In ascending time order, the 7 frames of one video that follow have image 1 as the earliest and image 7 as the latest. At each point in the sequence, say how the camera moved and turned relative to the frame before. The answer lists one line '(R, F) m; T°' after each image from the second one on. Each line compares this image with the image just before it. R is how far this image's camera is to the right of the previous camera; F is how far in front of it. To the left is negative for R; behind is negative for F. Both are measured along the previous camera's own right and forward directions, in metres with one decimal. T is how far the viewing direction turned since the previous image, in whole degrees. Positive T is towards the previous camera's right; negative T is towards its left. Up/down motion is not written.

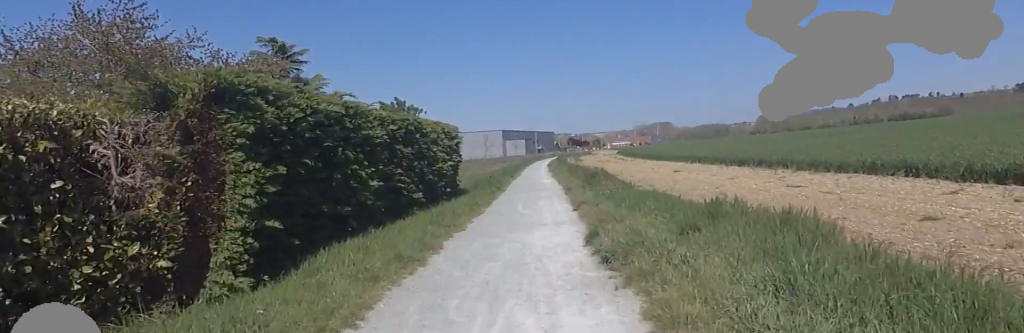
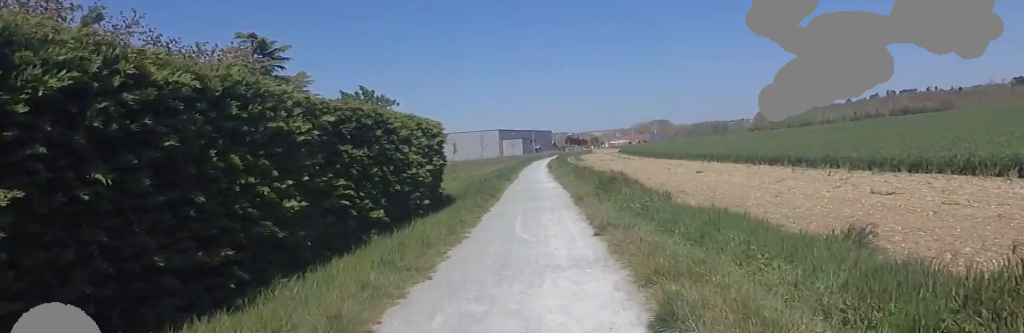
(-0.1, +3.6) m; -3°
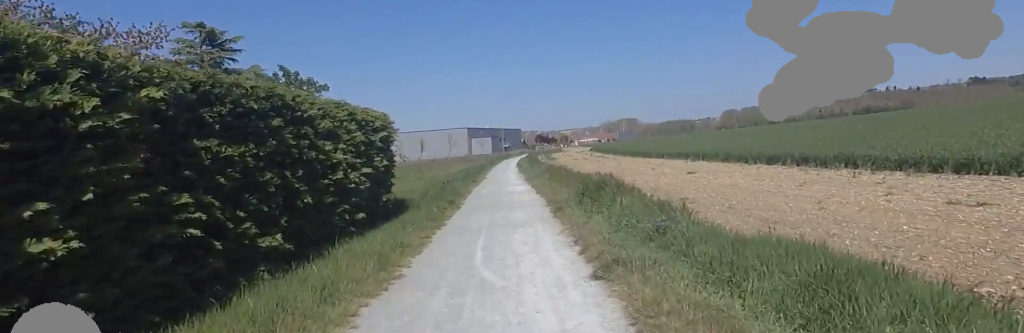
(-0.1, +2.9) m; -1°
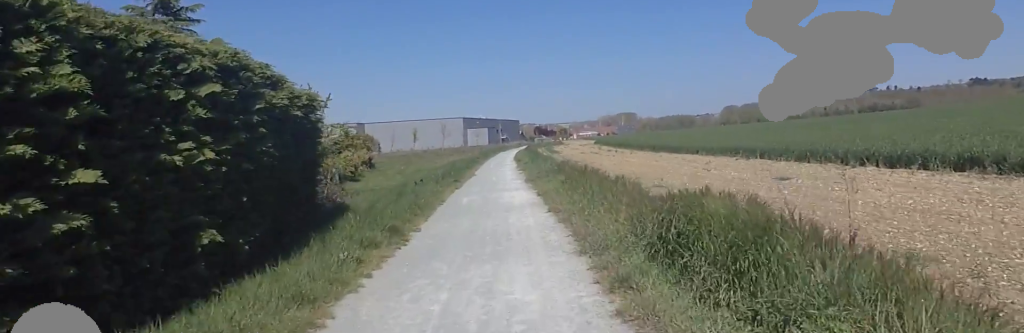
(-0.1, +6.7) m; 0°
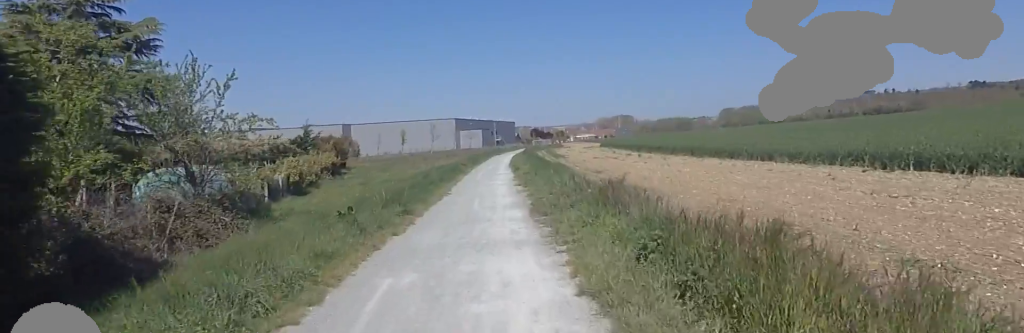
(0.0, +8.1) m; -2°
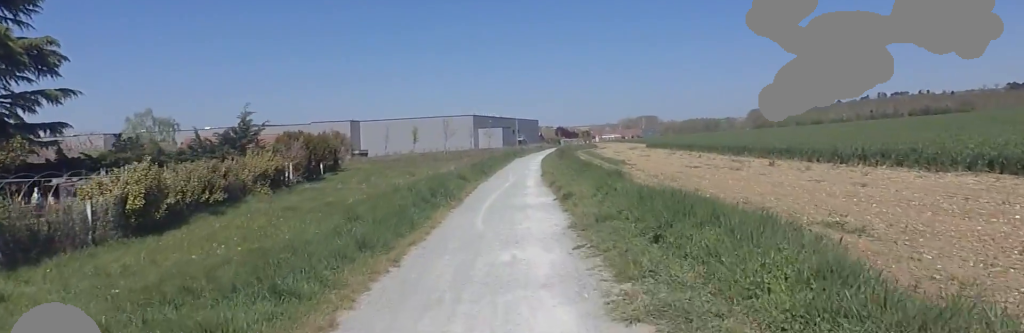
(-0.7, +13.4) m; -1°
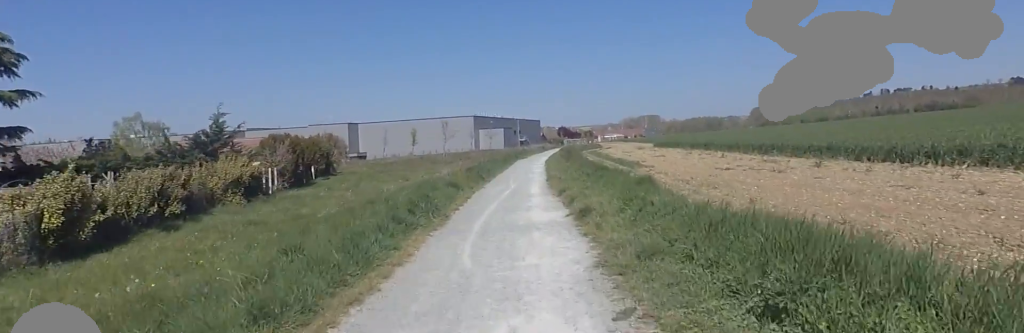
(+0.1, +2.6) m; +2°
